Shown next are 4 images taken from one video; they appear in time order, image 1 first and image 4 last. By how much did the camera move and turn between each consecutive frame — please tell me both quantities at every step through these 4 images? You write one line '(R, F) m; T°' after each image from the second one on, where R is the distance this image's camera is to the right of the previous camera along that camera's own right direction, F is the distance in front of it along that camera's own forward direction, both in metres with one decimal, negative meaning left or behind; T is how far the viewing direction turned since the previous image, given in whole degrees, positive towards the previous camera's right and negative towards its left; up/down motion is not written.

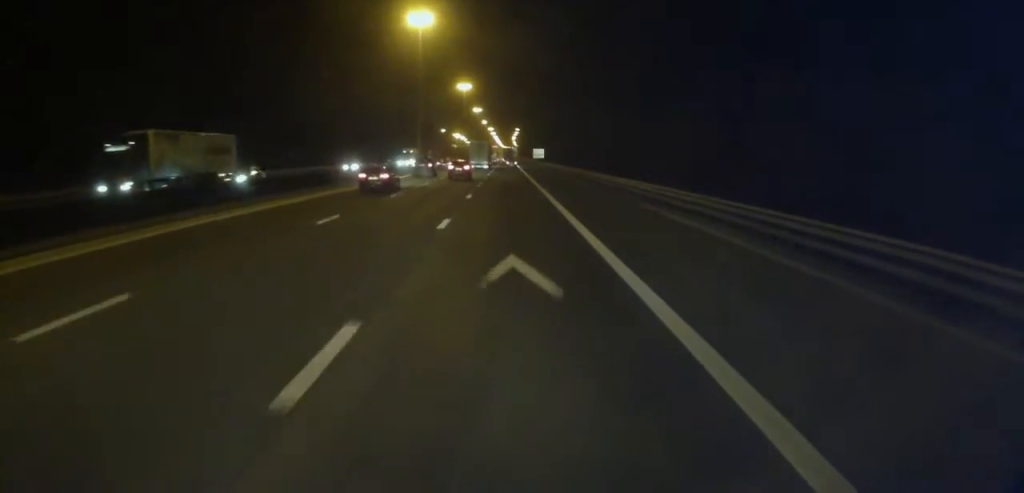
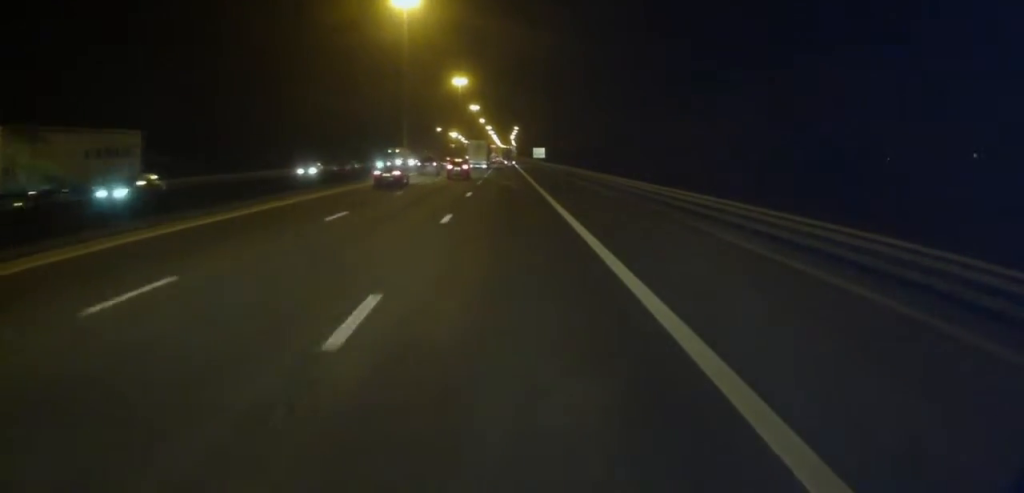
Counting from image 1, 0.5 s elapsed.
(0.0, +11.0) m; 0°
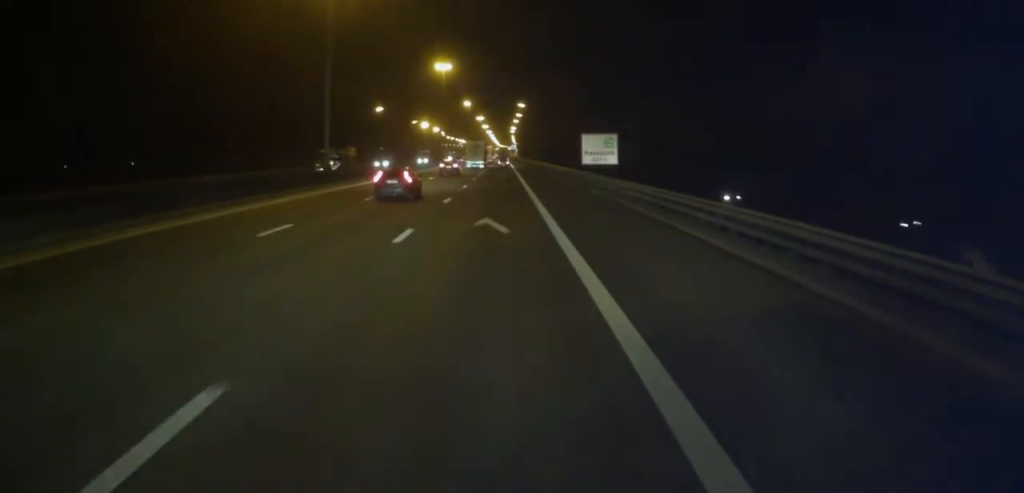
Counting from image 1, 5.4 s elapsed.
(+0.8, +116.2) m; 0°
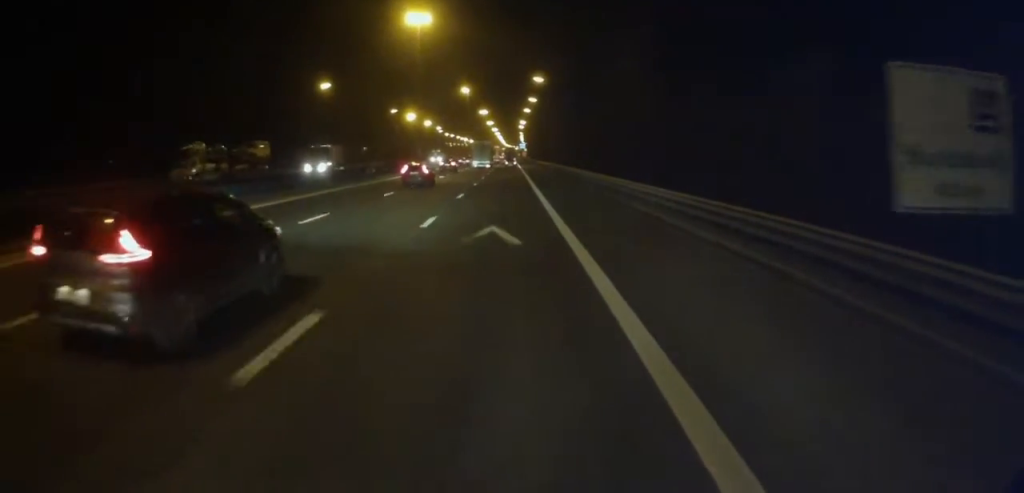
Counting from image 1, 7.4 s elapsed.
(+0.8, +47.0) m; +1°
